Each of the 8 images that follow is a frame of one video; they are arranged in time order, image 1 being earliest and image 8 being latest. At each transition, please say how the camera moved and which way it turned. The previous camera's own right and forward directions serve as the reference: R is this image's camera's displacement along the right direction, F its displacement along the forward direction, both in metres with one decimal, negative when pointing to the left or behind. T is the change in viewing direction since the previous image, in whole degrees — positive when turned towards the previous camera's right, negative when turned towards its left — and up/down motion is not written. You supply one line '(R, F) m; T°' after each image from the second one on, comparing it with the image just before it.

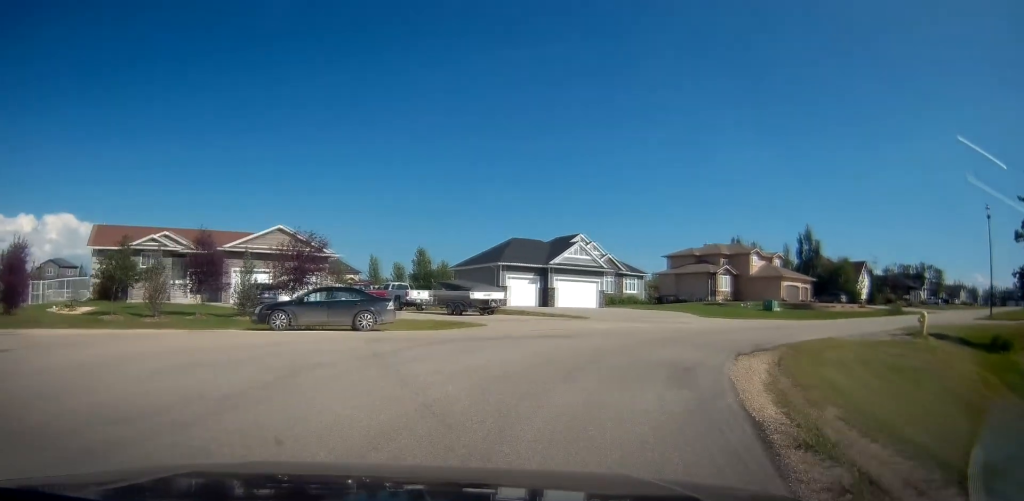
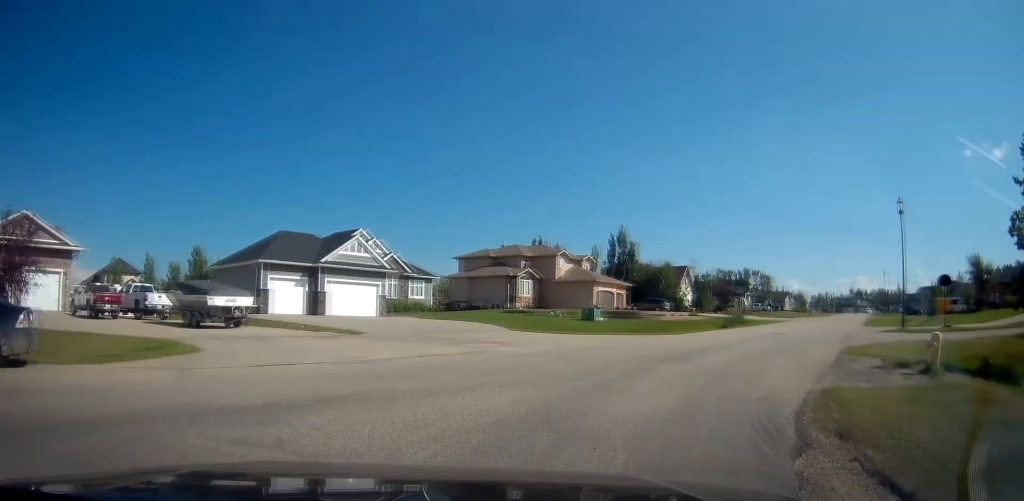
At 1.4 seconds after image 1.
(+1.3, +9.5) m; +18°
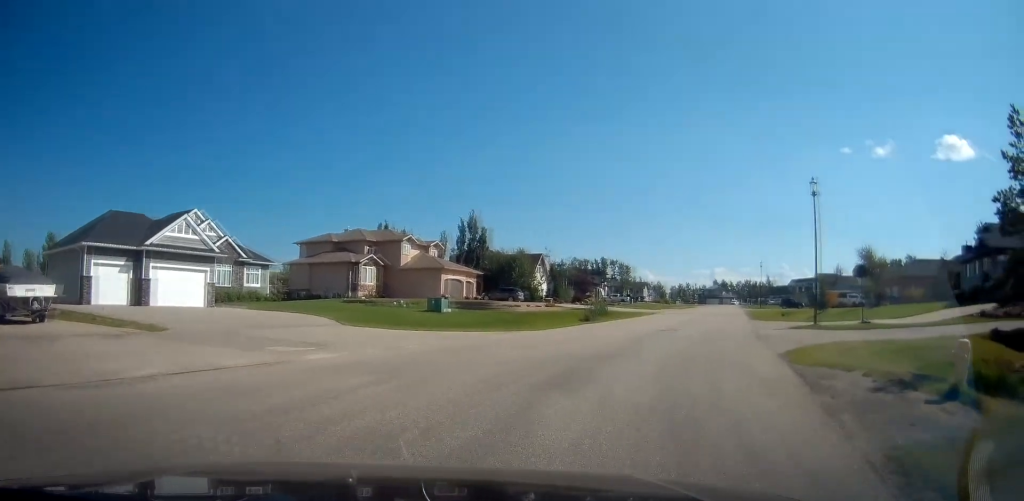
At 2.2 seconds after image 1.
(+0.7, +5.0) m; +13°
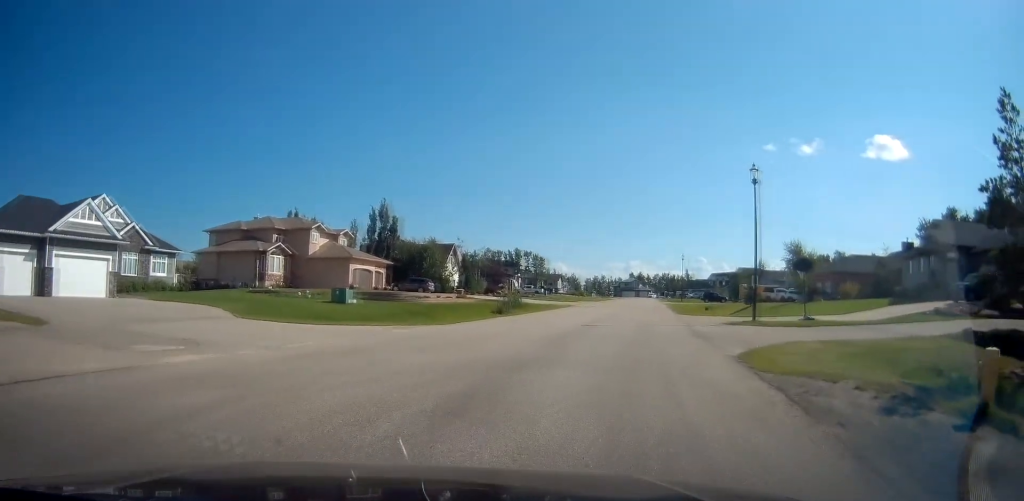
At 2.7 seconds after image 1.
(+0.1, +2.5) m; +8°
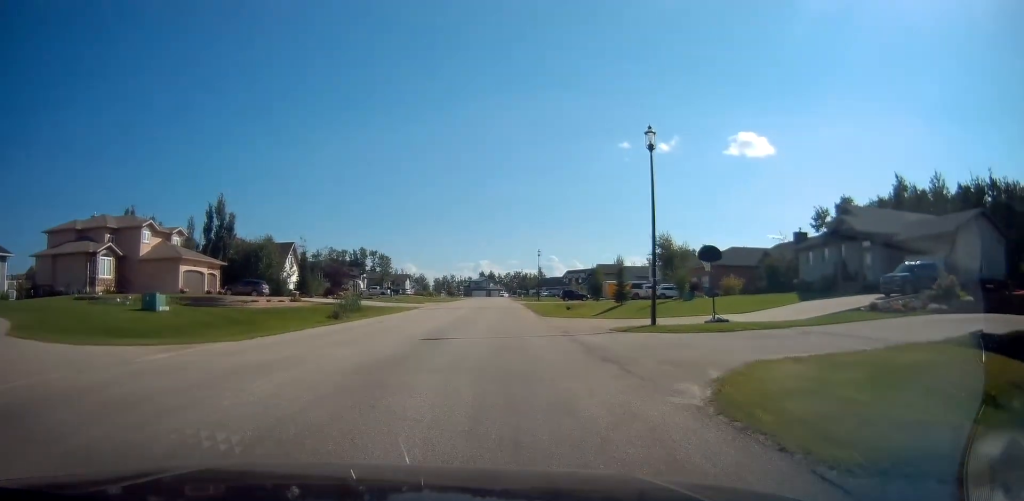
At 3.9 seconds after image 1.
(+1.4, +6.5) m; +21°
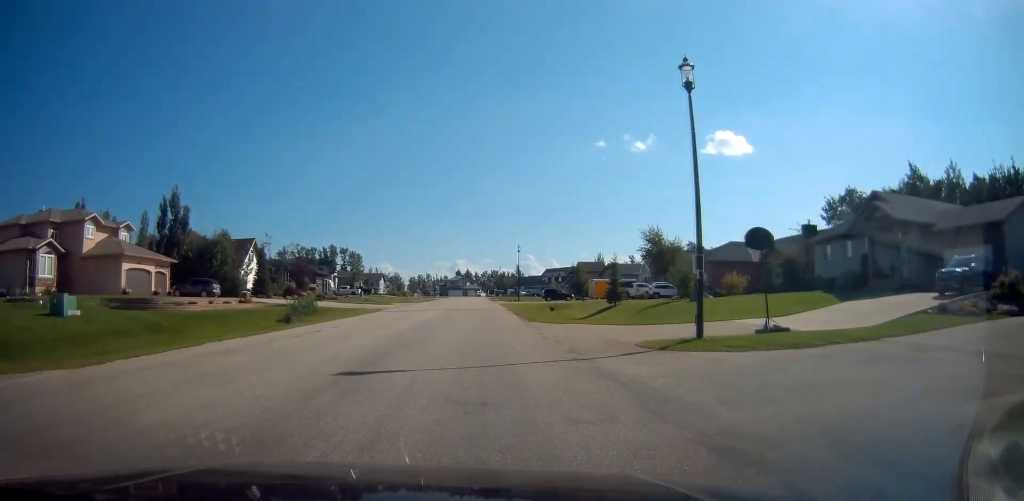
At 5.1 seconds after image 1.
(+0.6, +7.1) m; +6°
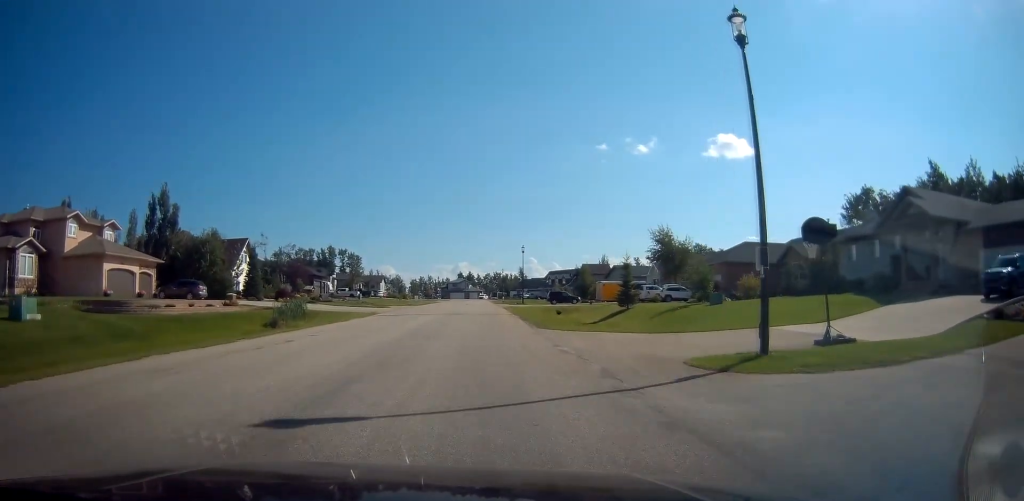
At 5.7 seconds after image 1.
(0.0, +3.3) m; 0°
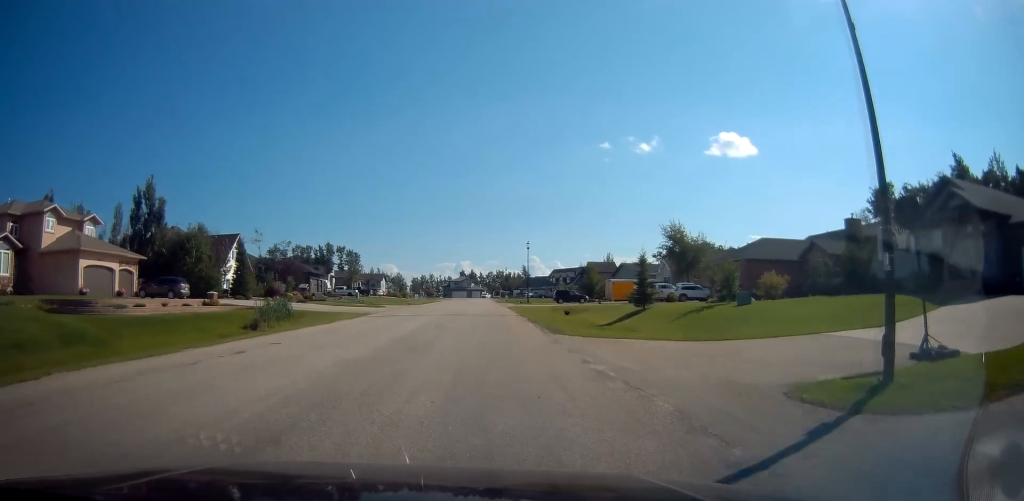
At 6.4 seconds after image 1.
(+0.3, +3.7) m; 0°
